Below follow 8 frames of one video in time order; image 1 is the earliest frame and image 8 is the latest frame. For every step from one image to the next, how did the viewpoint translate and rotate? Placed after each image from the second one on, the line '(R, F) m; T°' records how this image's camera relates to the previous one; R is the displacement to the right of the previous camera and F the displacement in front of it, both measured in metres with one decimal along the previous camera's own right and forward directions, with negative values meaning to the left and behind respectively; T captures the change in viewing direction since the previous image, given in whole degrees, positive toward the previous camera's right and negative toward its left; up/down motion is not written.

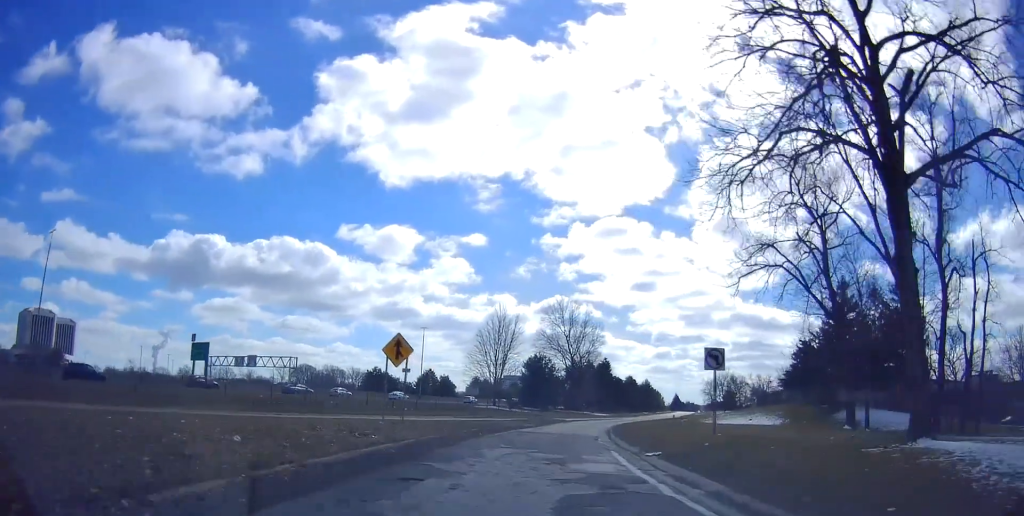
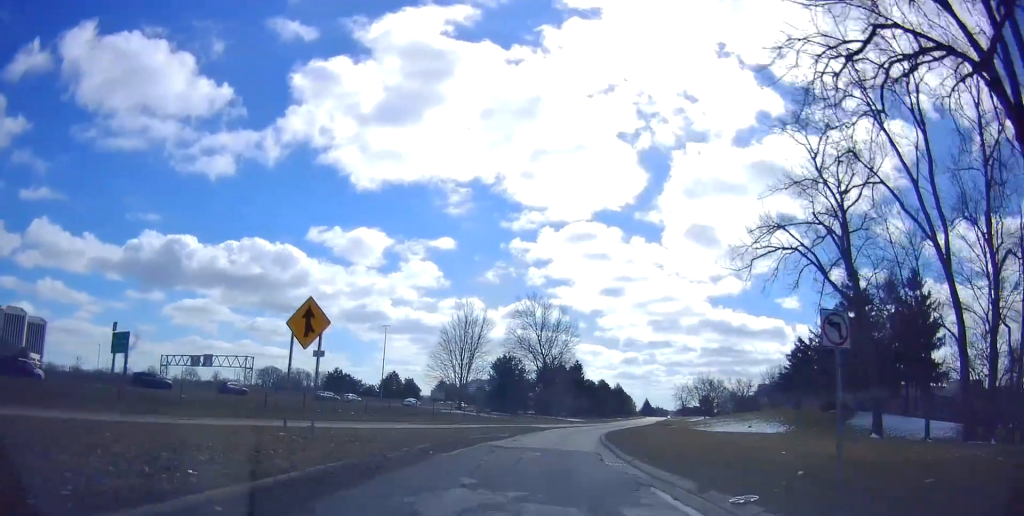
(-0.2, +8.0) m; +2°
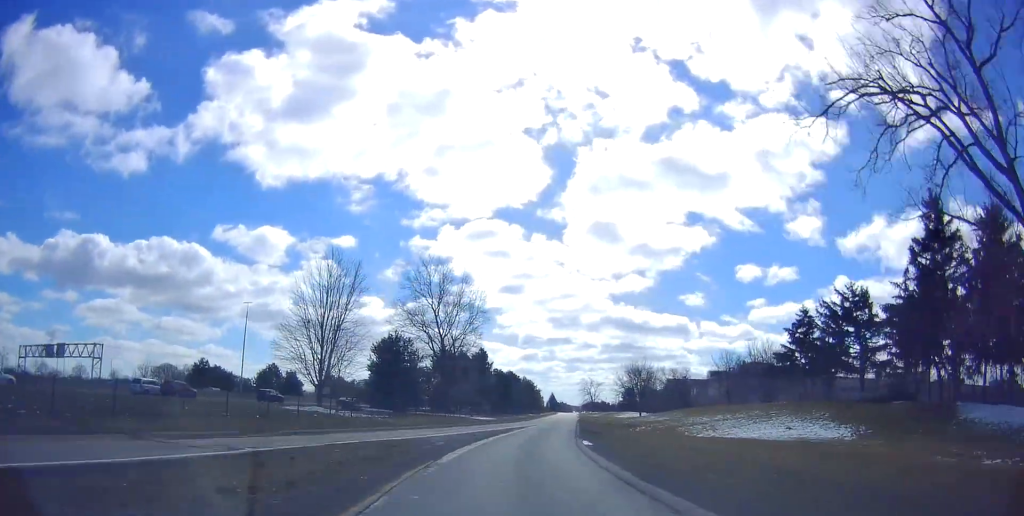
(+3.4, +25.3) m; +12°
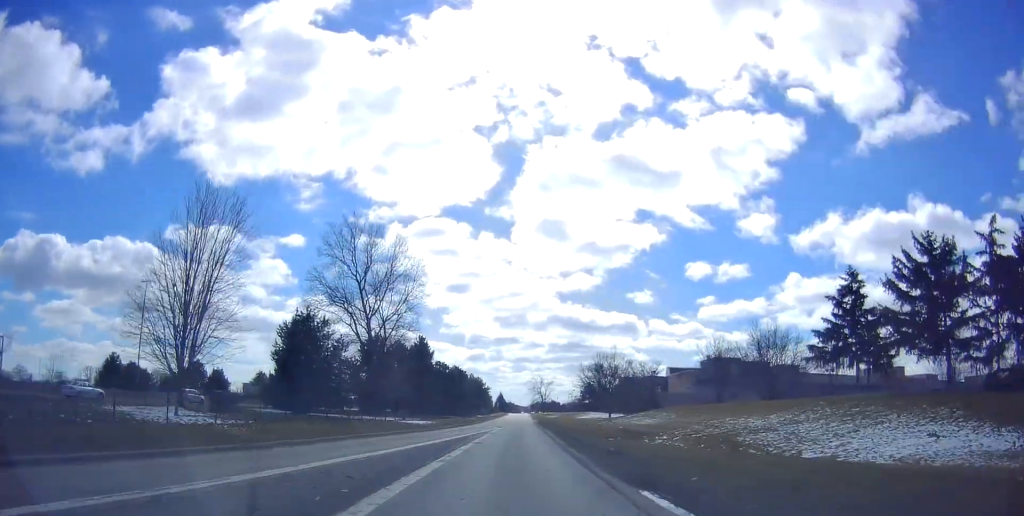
(+0.8, +17.5) m; +2°
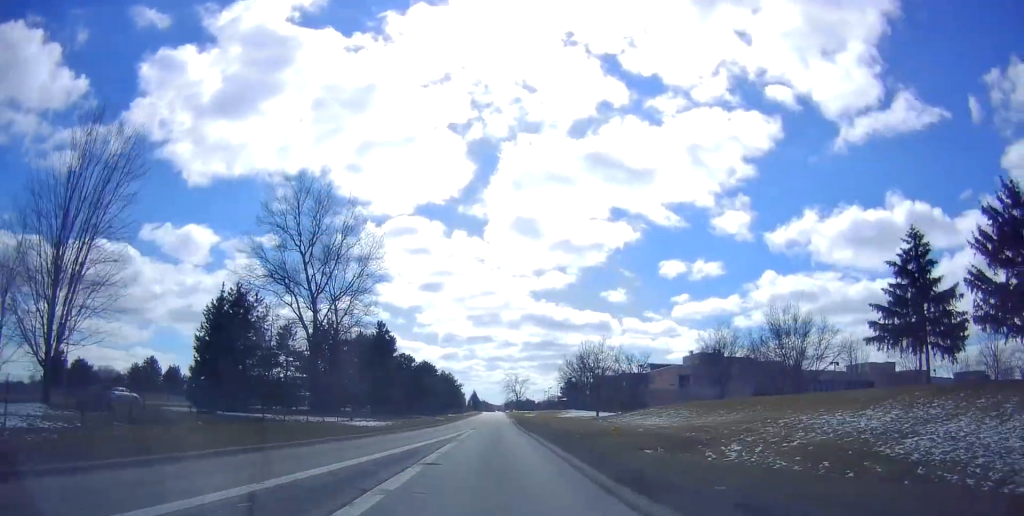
(-0.1, +11.0) m; -1°
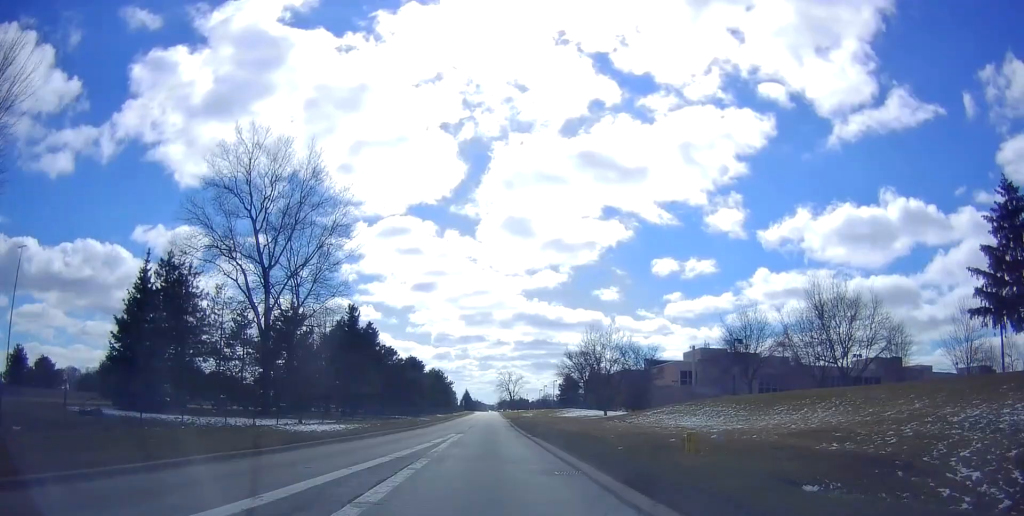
(0.0, +10.3) m; 0°
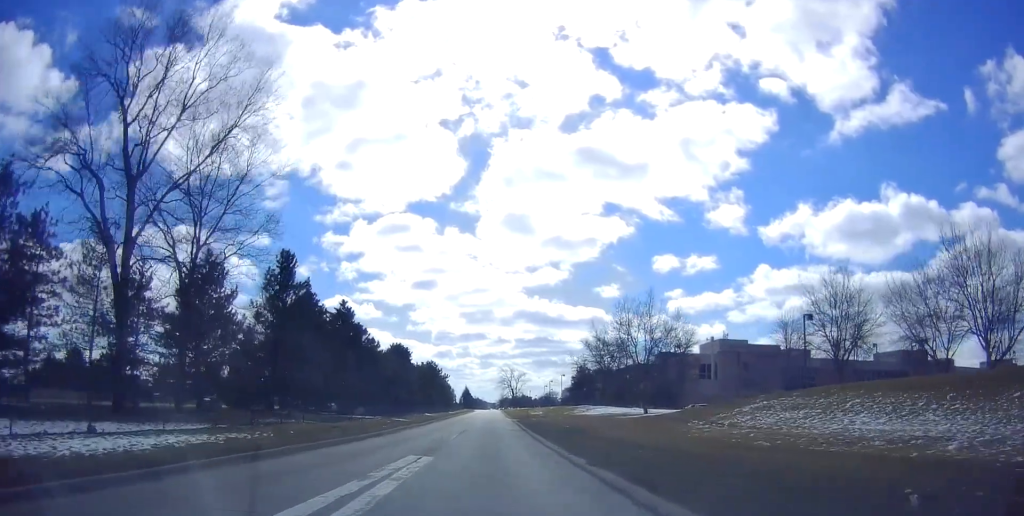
(+0.1, +18.2) m; +1°
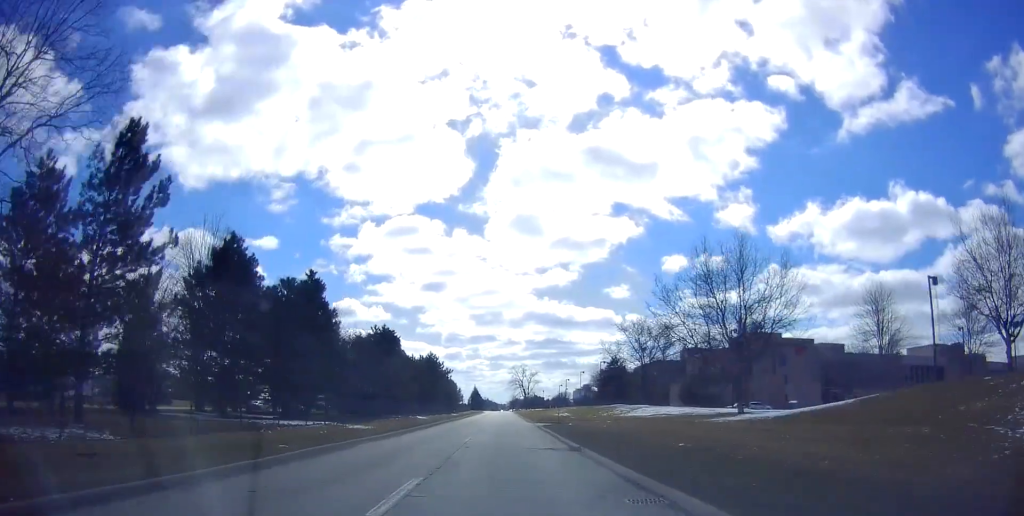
(+0.1, +18.8) m; 0°
